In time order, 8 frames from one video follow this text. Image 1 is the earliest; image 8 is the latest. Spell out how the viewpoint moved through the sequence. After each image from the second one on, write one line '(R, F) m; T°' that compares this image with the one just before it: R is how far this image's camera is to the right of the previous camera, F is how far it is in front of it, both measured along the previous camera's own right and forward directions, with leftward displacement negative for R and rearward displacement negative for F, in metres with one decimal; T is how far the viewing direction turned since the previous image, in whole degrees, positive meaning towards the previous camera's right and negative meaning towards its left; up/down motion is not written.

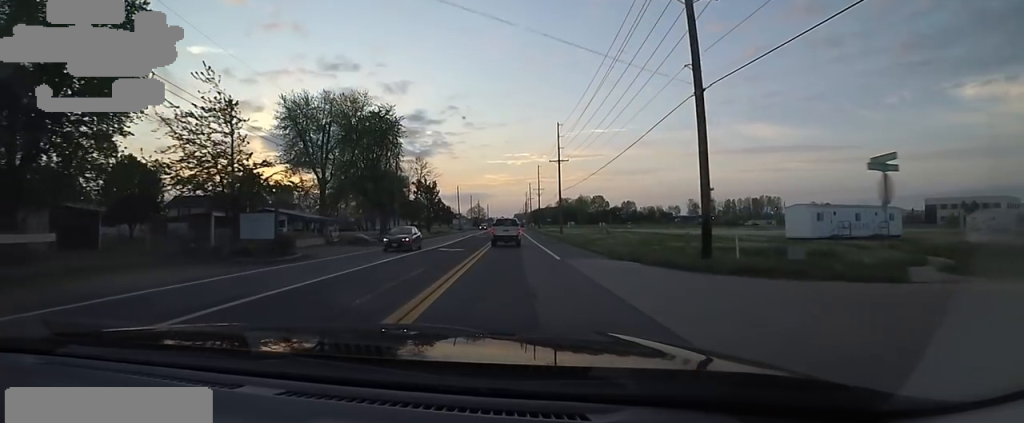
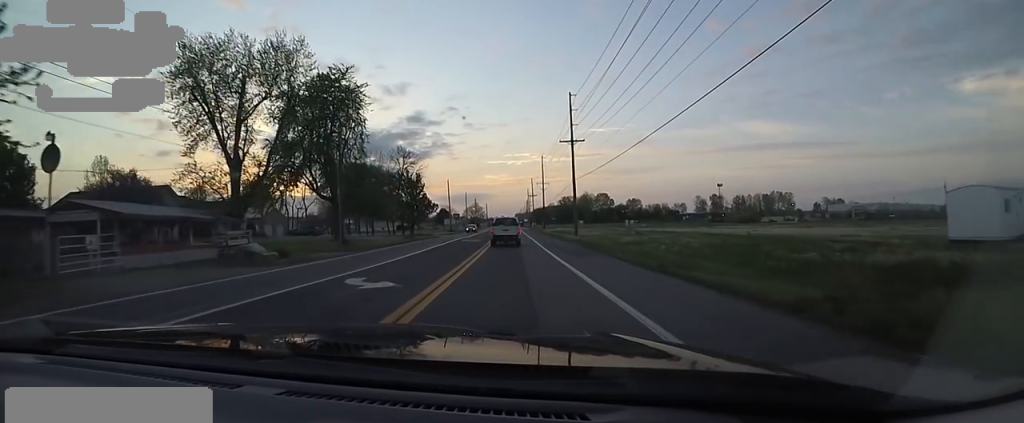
(+0.1, +16.2) m; 0°
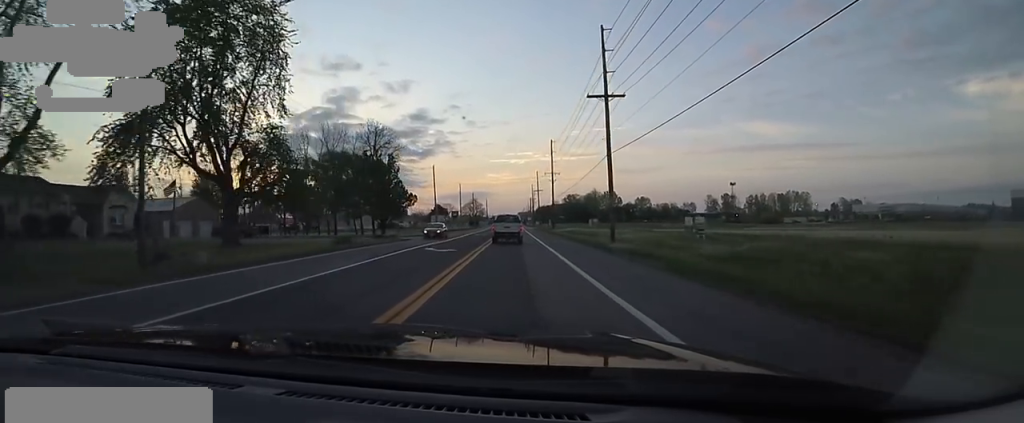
(0.0, +19.2) m; 0°
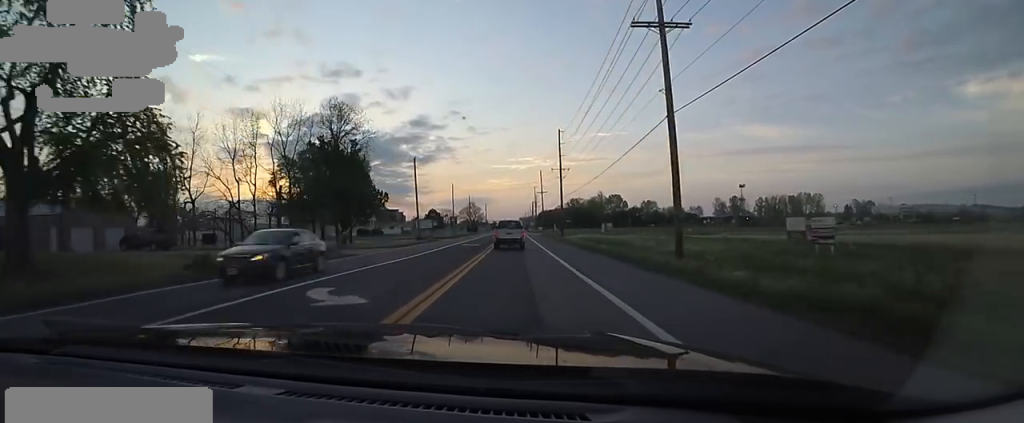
(-0.1, +14.5) m; 0°
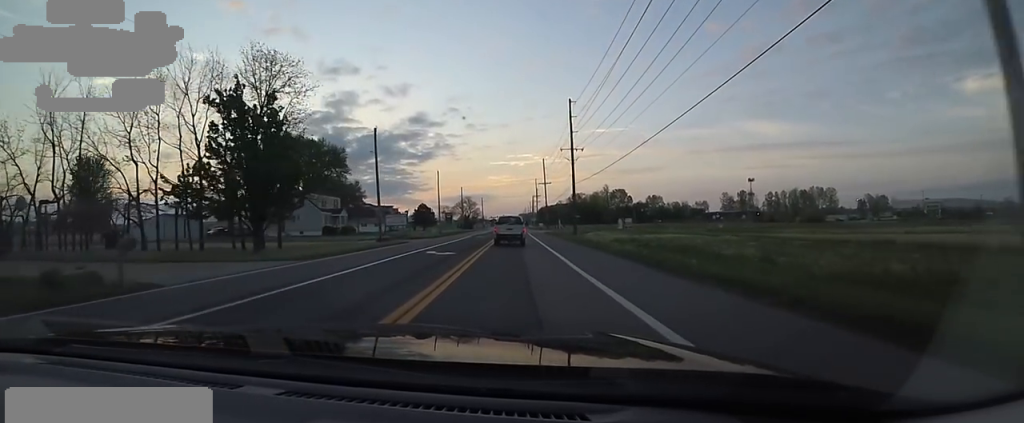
(0.0, +16.4) m; +1°
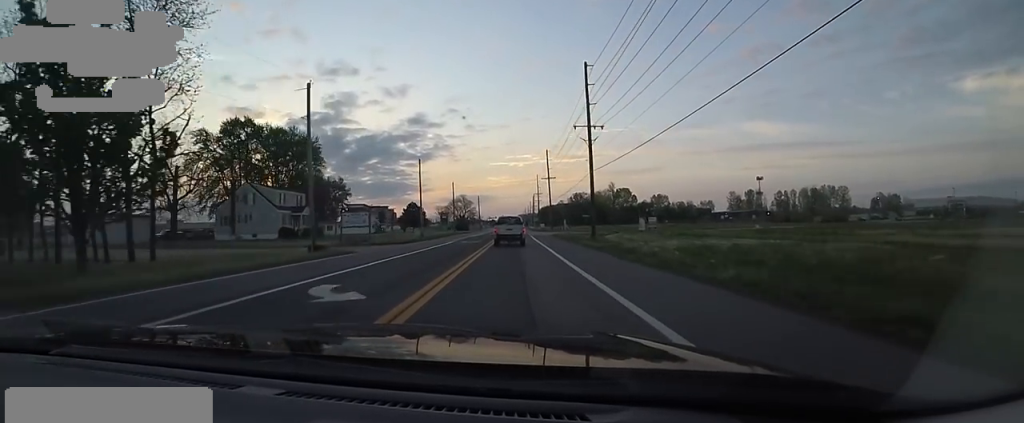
(+0.1, +14.2) m; -1°
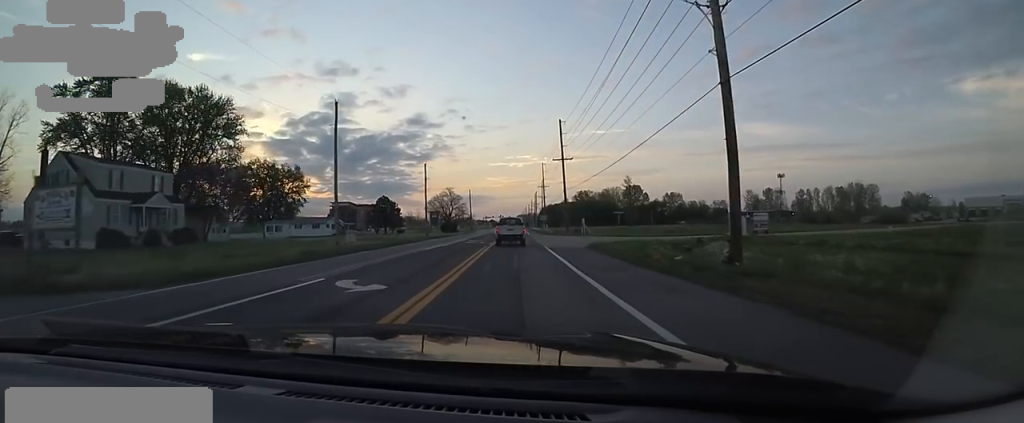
(-1.6, +29.5) m; -3°
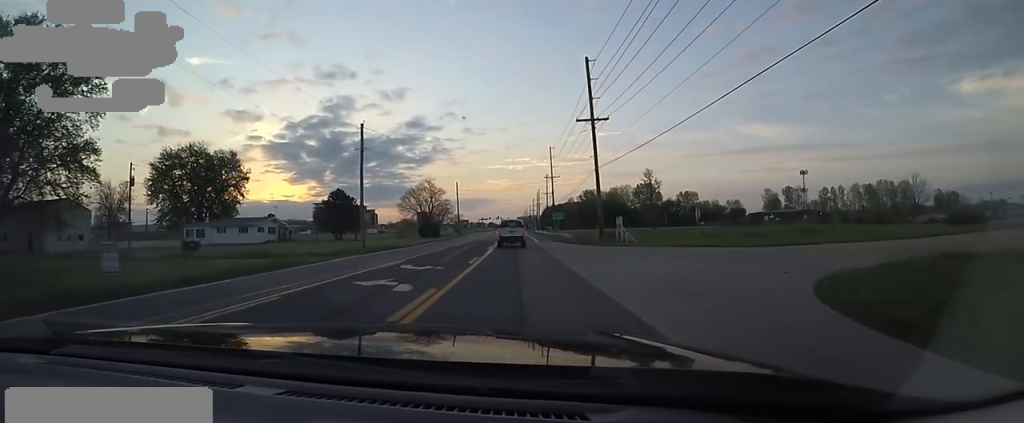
(+1.5, +28.3) m; +4°
